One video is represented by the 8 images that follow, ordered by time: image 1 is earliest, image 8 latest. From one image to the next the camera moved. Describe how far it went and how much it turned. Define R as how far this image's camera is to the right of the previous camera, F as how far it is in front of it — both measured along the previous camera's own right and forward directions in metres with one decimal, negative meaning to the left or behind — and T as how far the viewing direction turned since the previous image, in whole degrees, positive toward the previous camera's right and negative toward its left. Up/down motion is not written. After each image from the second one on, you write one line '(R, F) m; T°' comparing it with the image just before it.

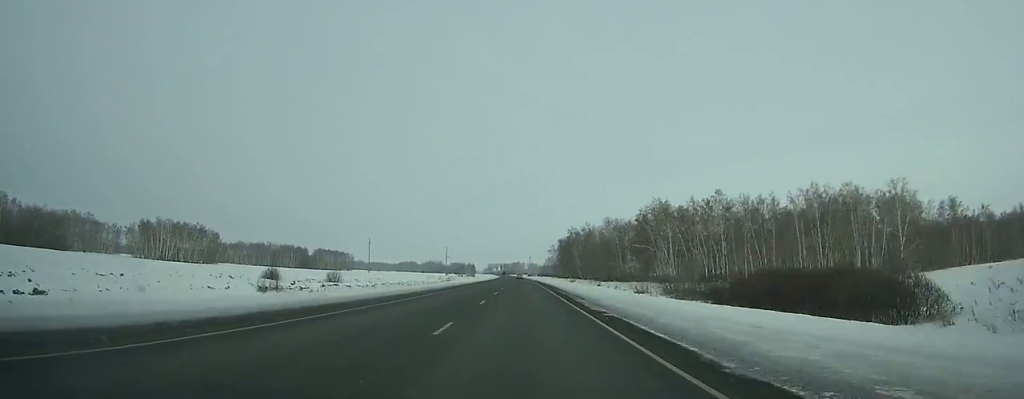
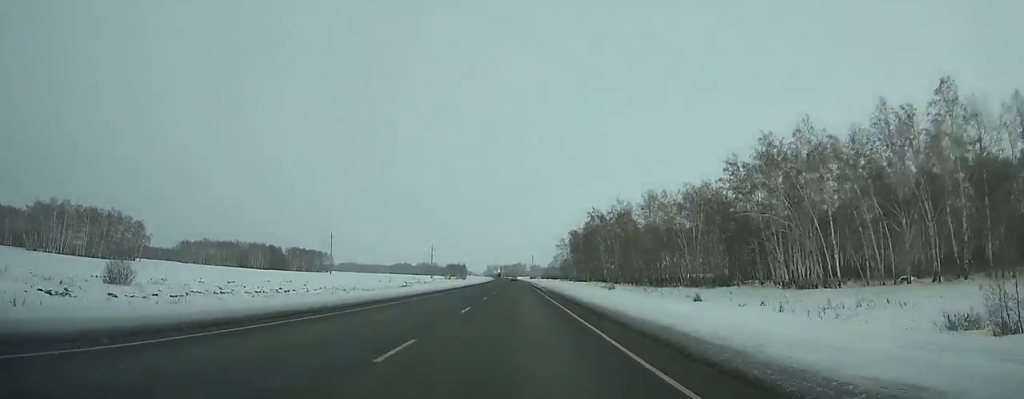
(-0.4, +76.2) m; -1°
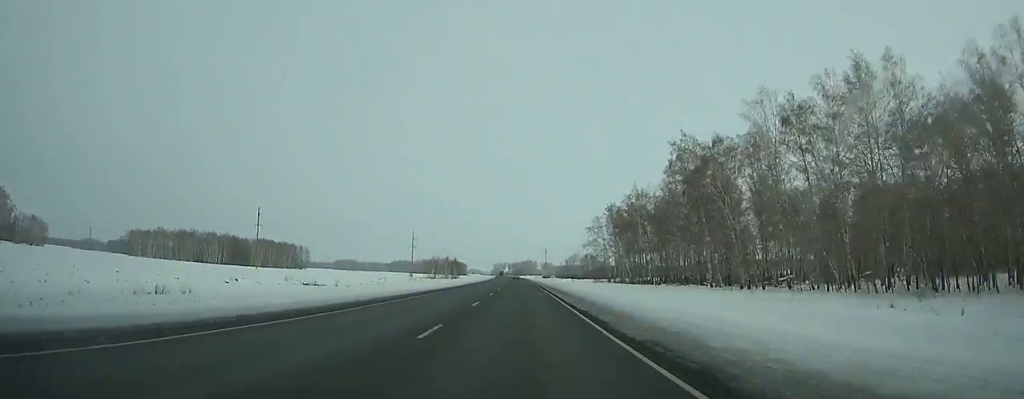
(-0.6, +93.2) m; -1°
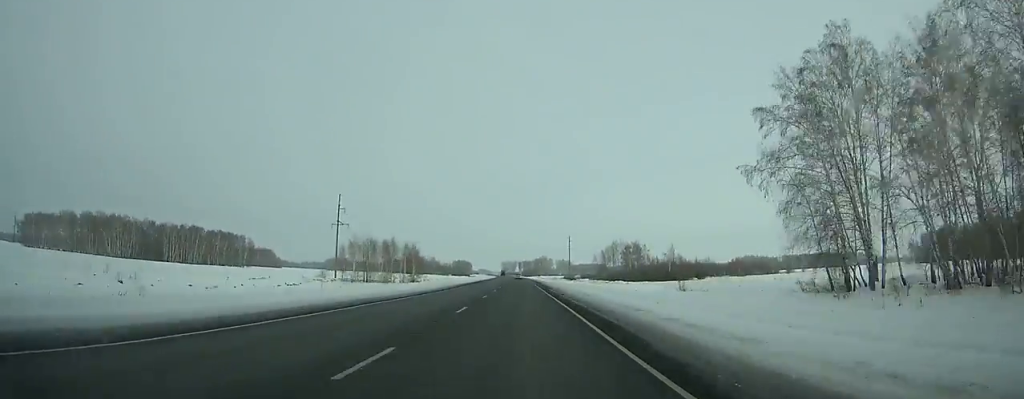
(-1.2, +124.2) m; -1°
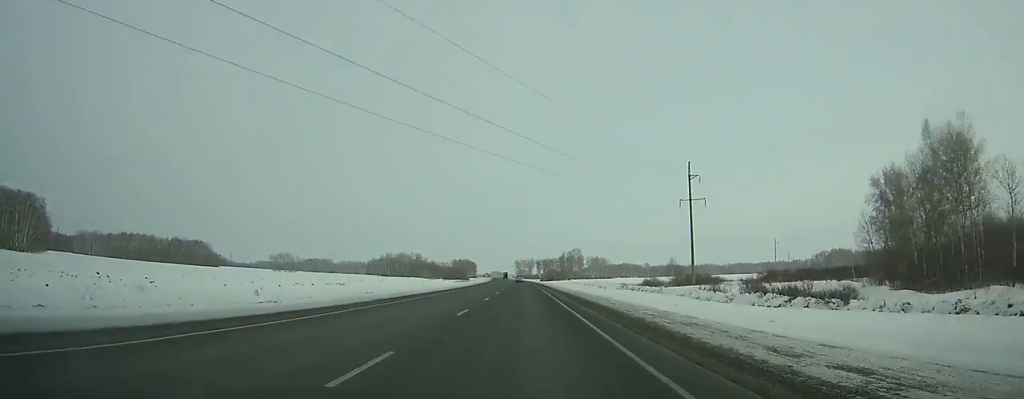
(-3.0, +193.2) m; -2°
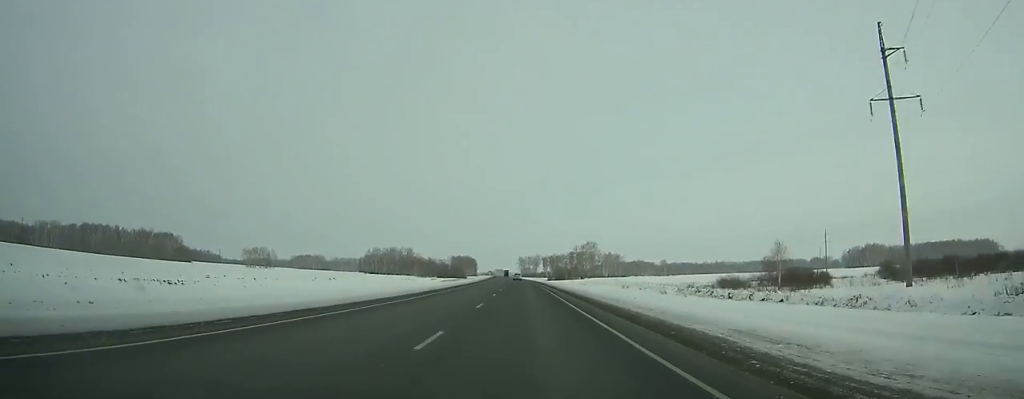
(-0.1, +58.2) m; -1°
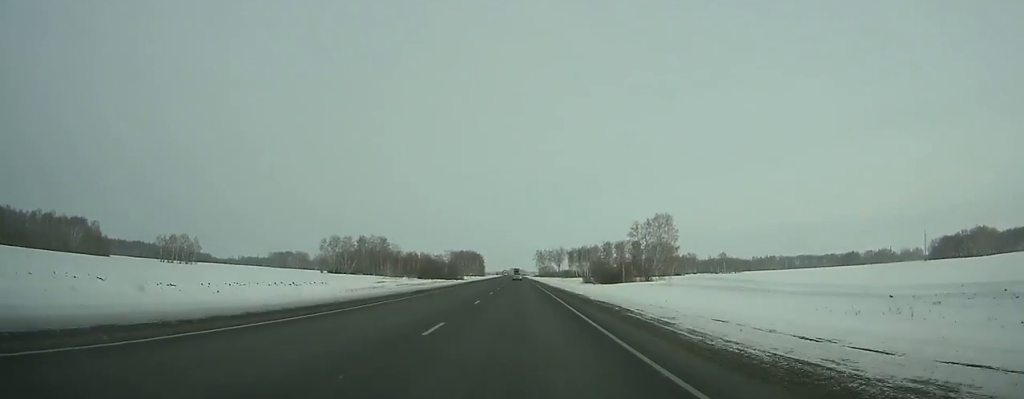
(-1.8, +130.5) m; -1°
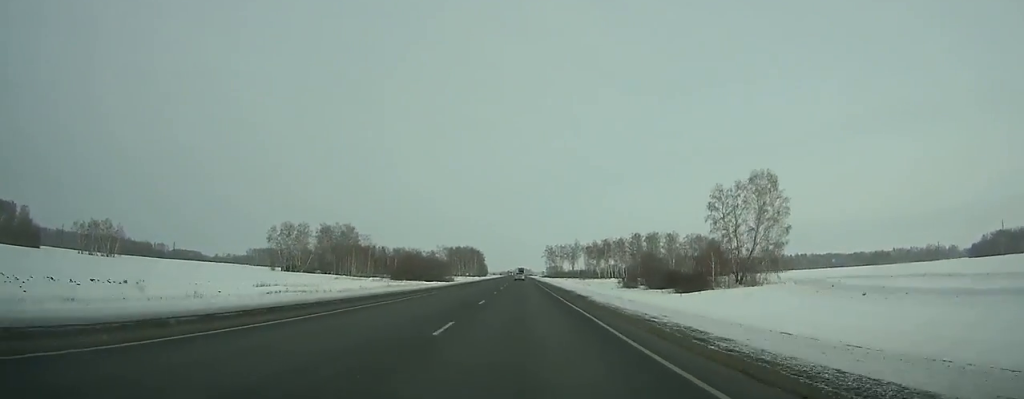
(-0.4, +72.3) m; 0°
